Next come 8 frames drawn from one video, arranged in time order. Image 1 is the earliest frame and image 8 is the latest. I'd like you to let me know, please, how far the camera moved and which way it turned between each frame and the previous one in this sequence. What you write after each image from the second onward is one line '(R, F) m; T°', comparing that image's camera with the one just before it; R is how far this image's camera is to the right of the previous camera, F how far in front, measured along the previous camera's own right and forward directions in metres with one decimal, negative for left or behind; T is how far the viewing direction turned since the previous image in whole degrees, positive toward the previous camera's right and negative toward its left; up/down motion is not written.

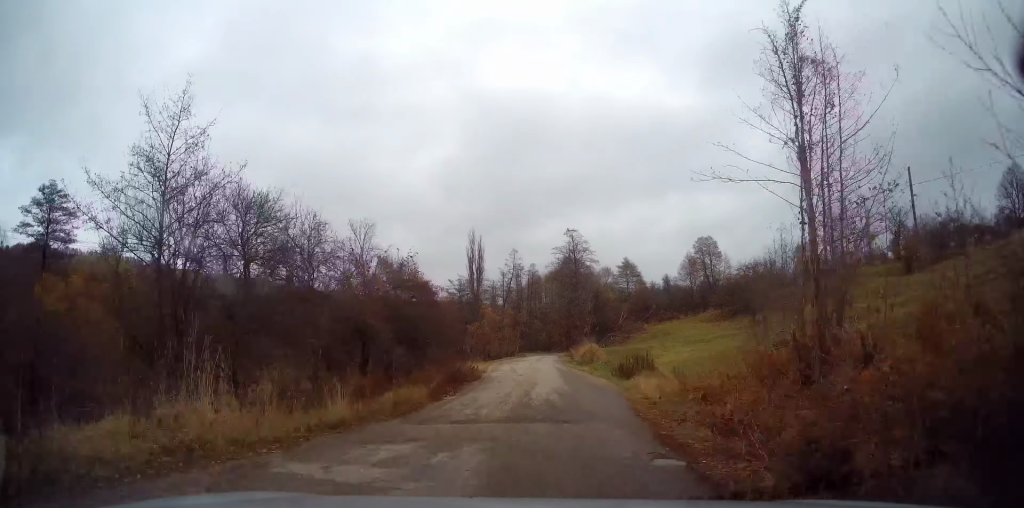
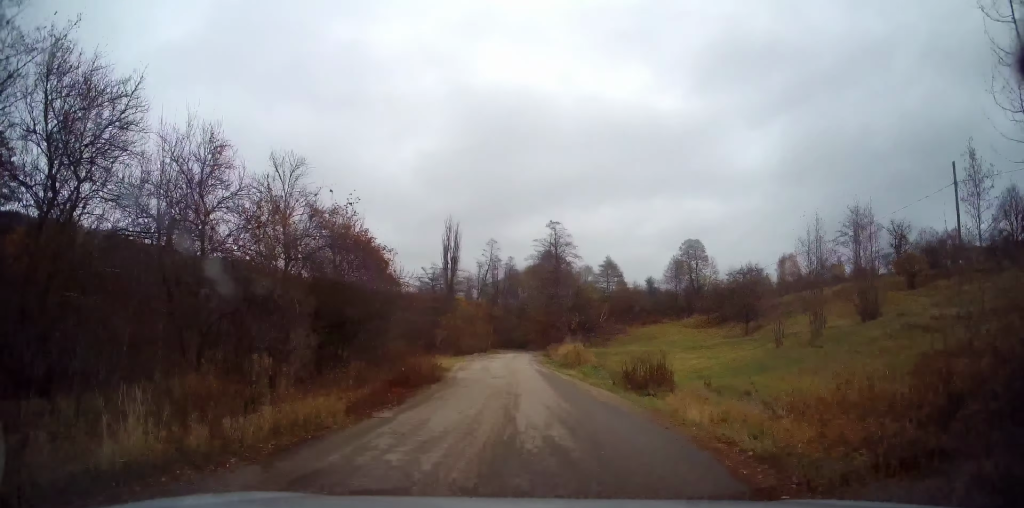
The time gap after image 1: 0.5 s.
(+0.1, +5.6) m; 0°
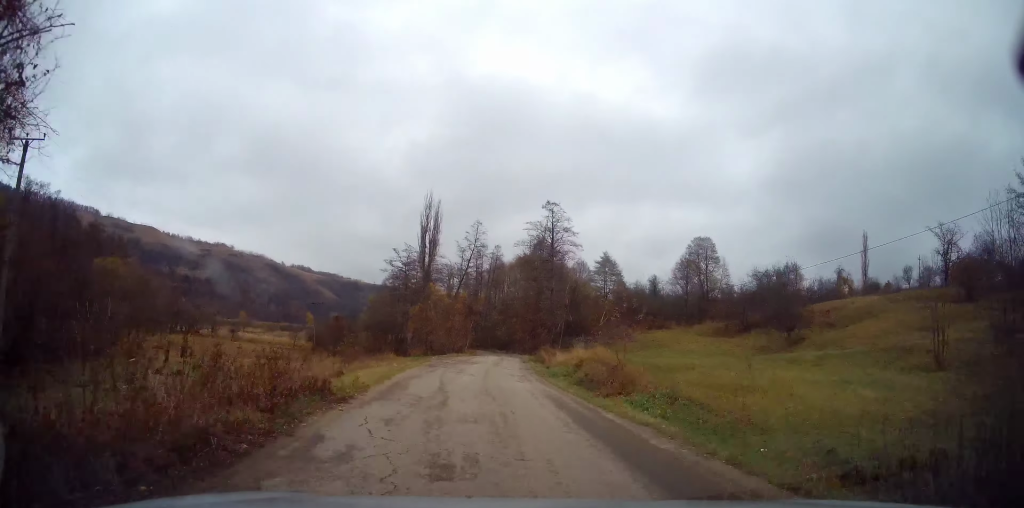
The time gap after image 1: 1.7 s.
(+0.1, +14.2) m; +1°
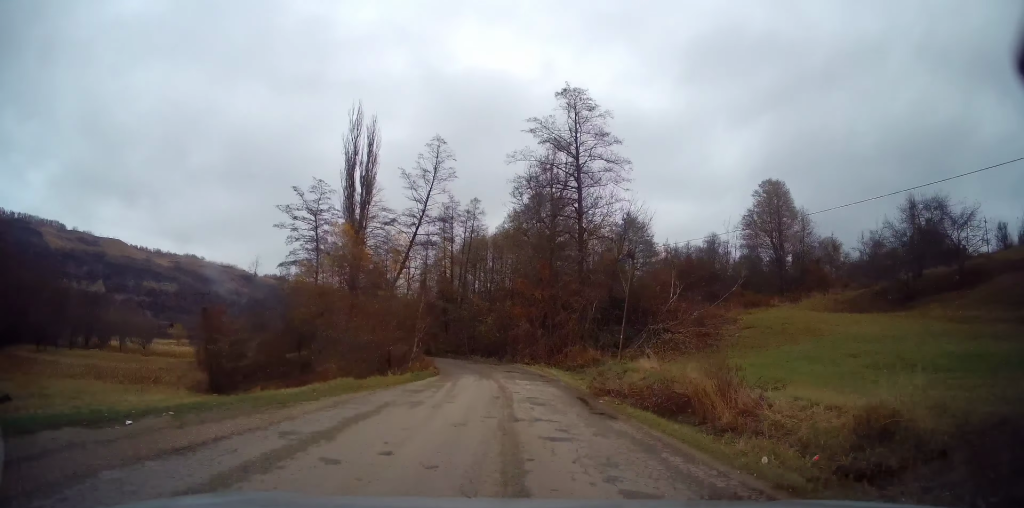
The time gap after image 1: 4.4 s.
(+0.8, +35.6) m; +2°
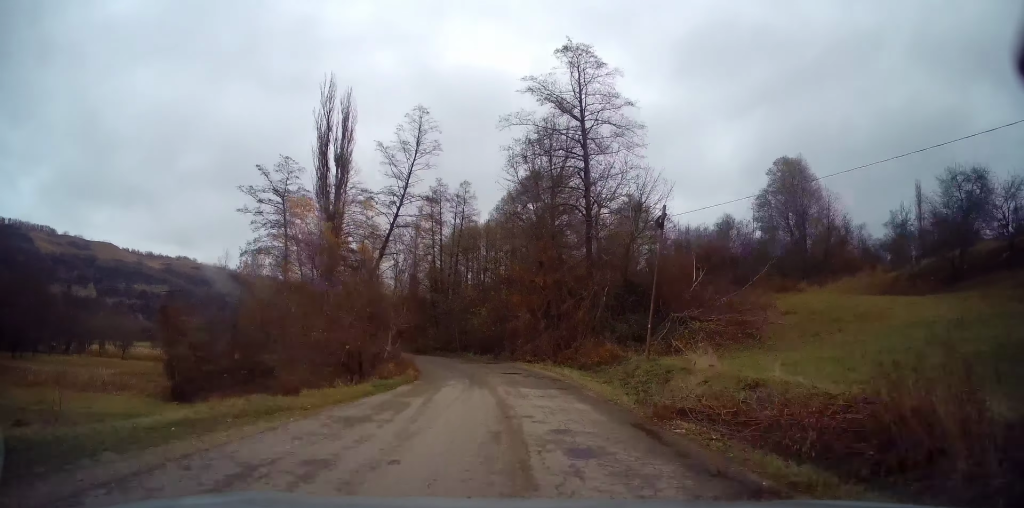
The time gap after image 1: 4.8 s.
(0.0, +6.0) m; 0°
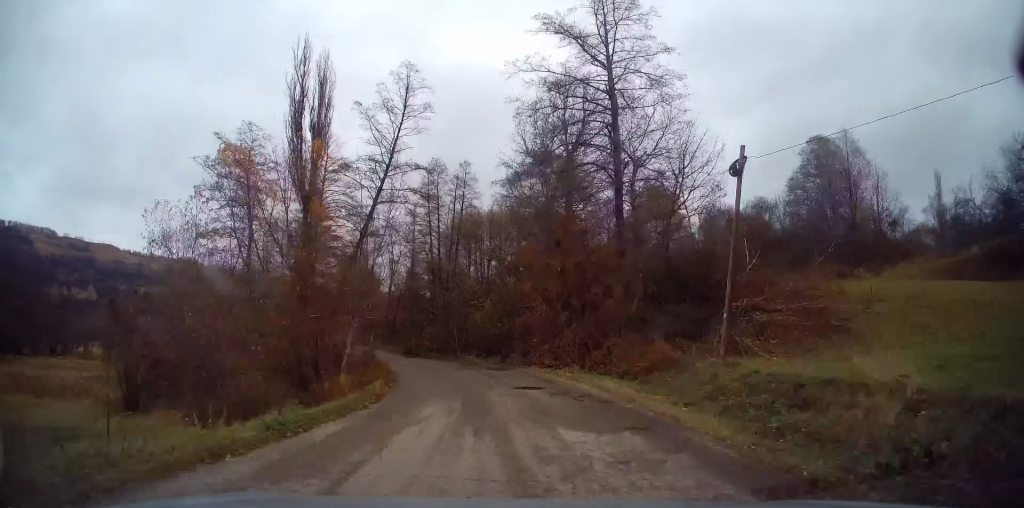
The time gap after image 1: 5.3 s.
(0.0, +7.1) m; -2°
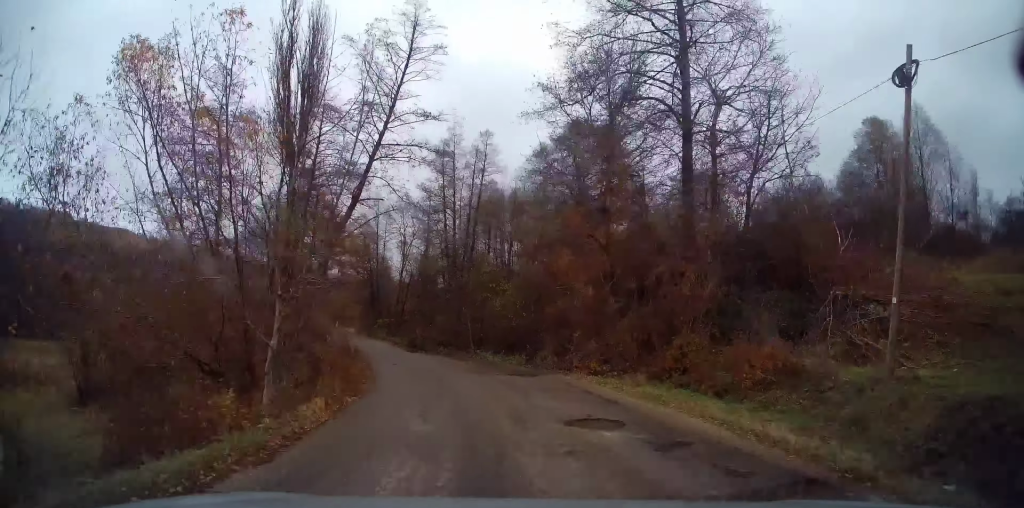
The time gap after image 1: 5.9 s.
(+0.1, +7.1) m; -2°
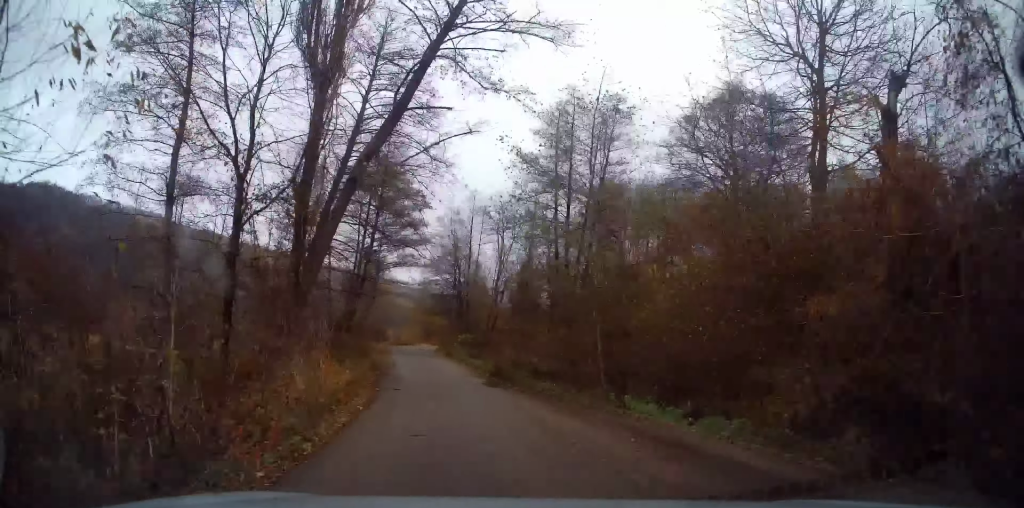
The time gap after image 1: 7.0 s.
(-1.1, +14.1) m; -9°
